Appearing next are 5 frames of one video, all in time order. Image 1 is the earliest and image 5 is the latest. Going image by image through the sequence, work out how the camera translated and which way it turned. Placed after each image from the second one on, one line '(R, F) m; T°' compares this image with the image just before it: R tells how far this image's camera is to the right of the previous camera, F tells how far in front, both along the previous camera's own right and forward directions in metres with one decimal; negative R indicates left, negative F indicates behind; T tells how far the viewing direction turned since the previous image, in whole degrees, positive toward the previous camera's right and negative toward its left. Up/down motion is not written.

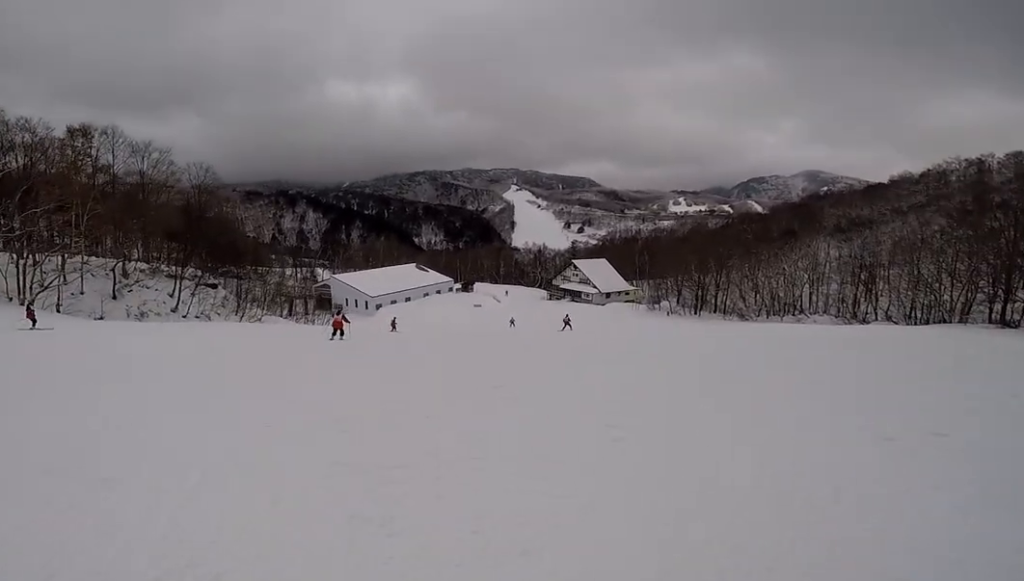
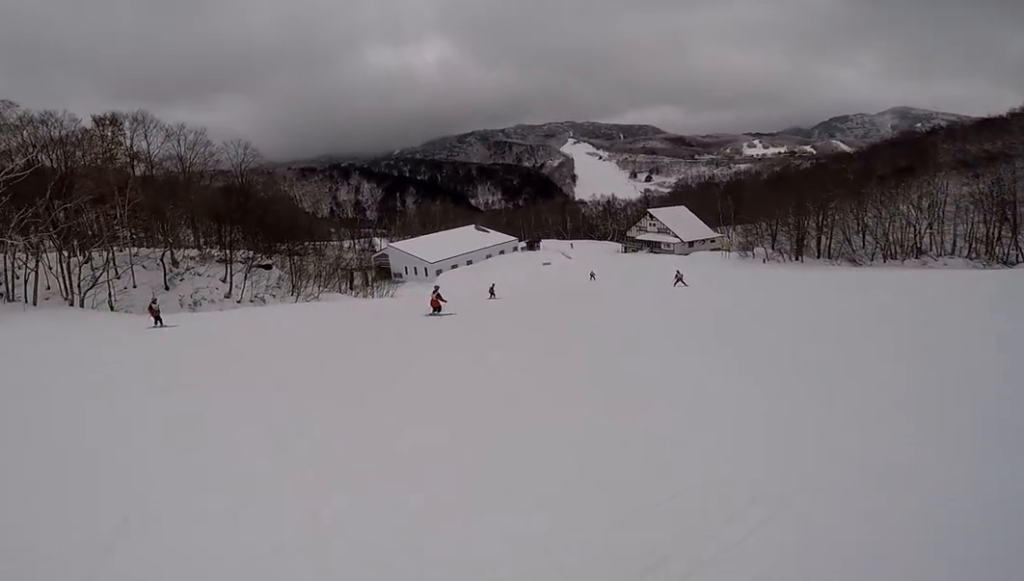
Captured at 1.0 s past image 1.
(-1.4, +3.9) m; -20°
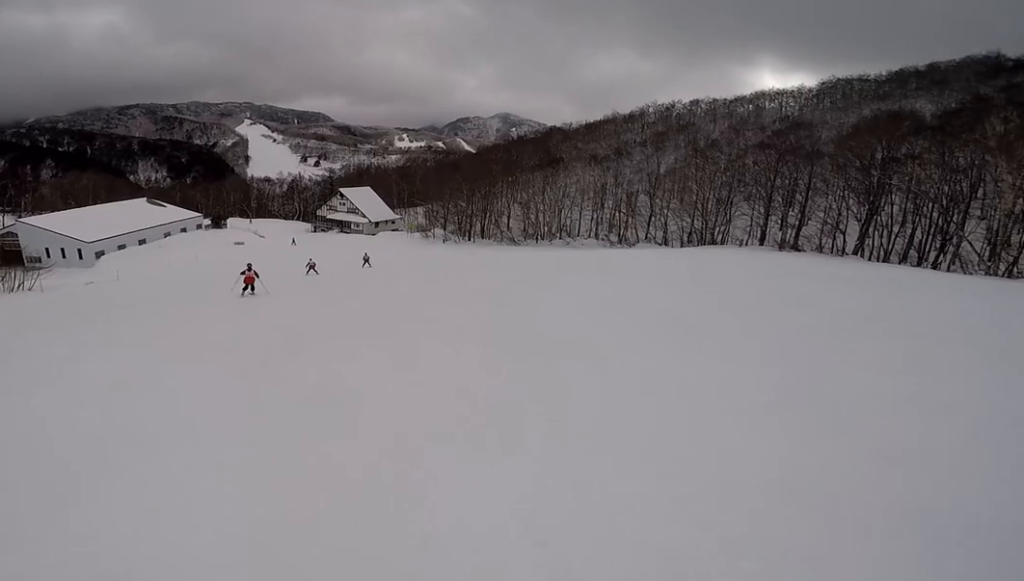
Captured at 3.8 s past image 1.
(+6.0, +7.9) m; +68°
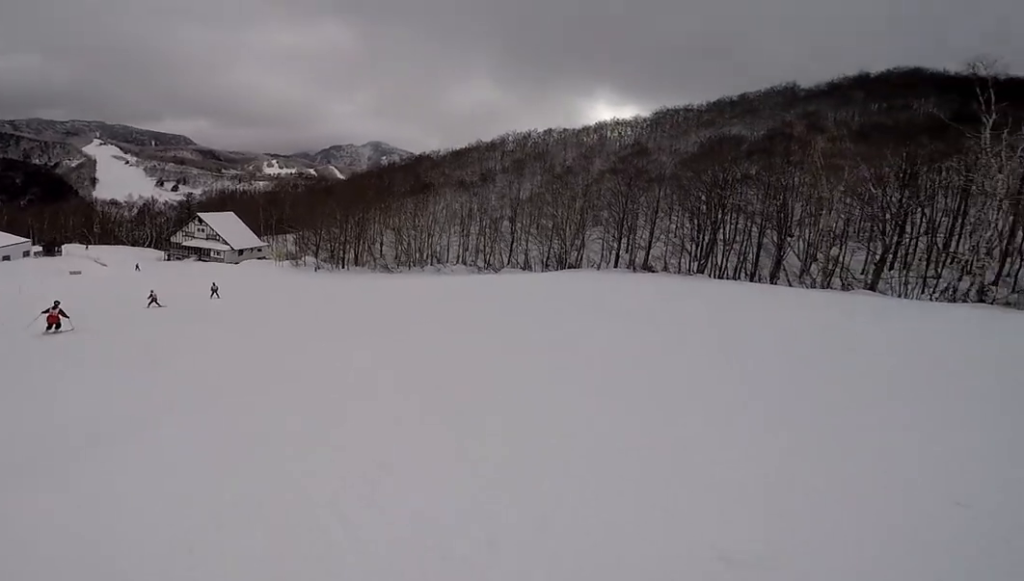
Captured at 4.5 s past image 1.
(+0.1, +2.7) m; +12°
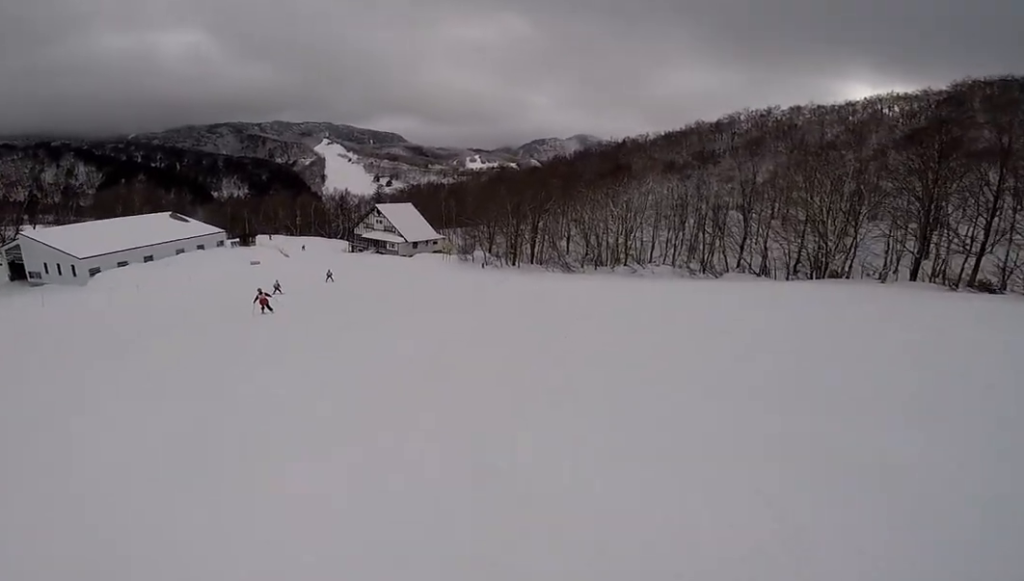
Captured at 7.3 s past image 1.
(+1.8, +10.0) m; -43°
